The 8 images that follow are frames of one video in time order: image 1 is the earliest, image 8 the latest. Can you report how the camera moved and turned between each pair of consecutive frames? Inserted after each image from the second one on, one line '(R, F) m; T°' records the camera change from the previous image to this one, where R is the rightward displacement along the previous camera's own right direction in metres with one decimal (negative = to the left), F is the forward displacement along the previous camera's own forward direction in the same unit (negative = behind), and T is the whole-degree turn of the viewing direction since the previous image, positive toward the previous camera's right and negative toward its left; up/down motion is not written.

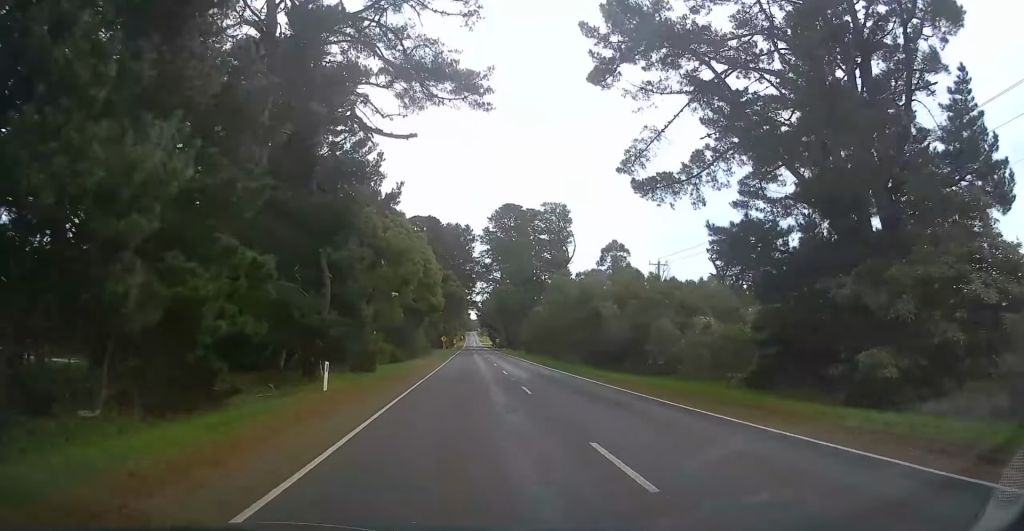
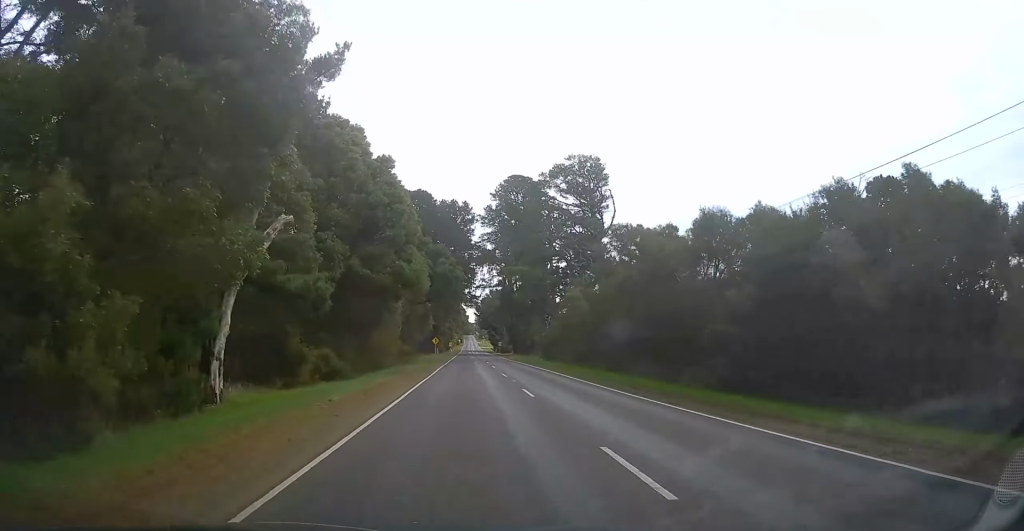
(0.0, +23.4) m; 0°
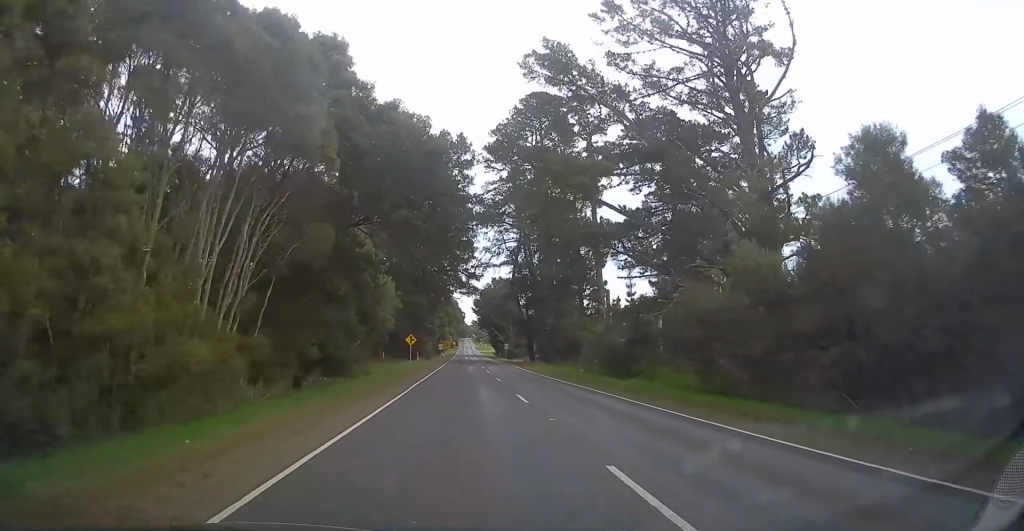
(0.0, +35.8) m; 0°
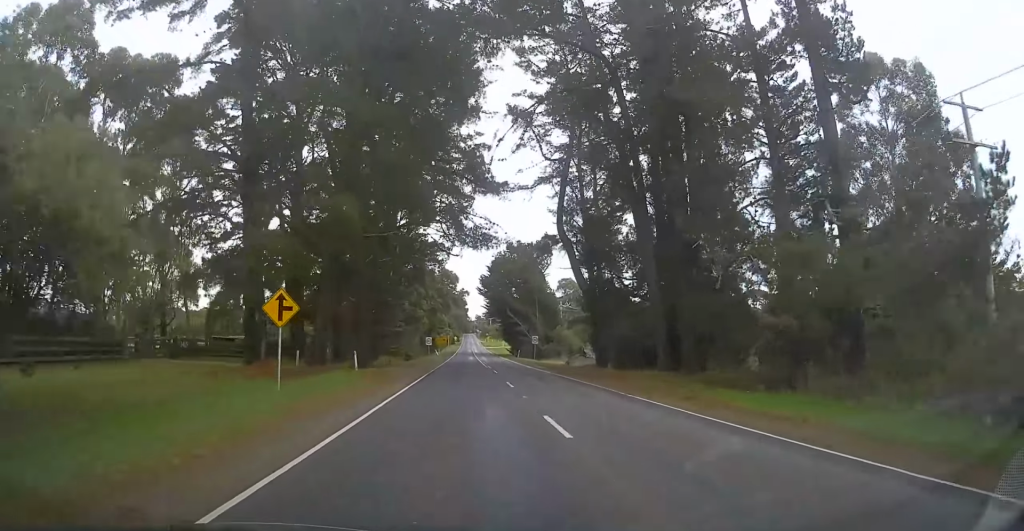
(-0.6, +41.5) m; -1°
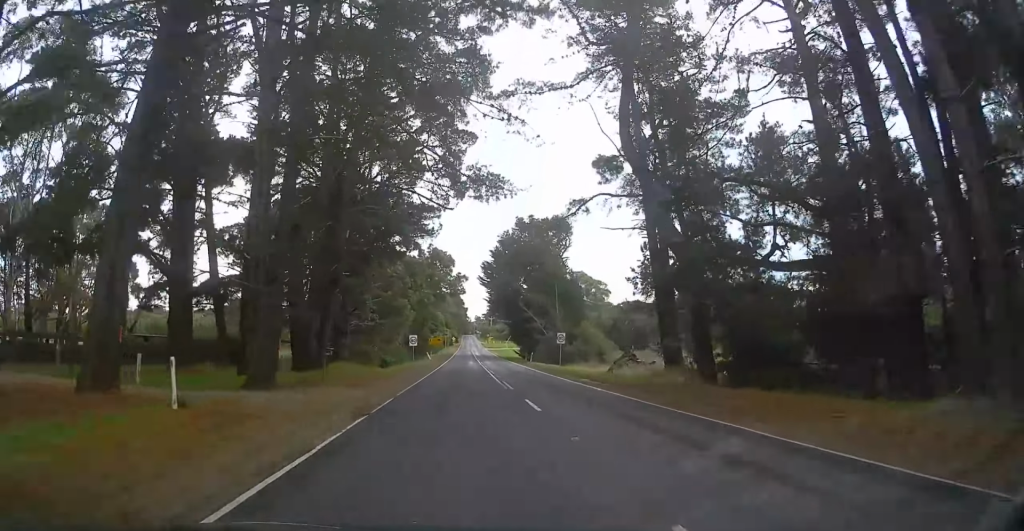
(+0.3, +18.2) m; +1°
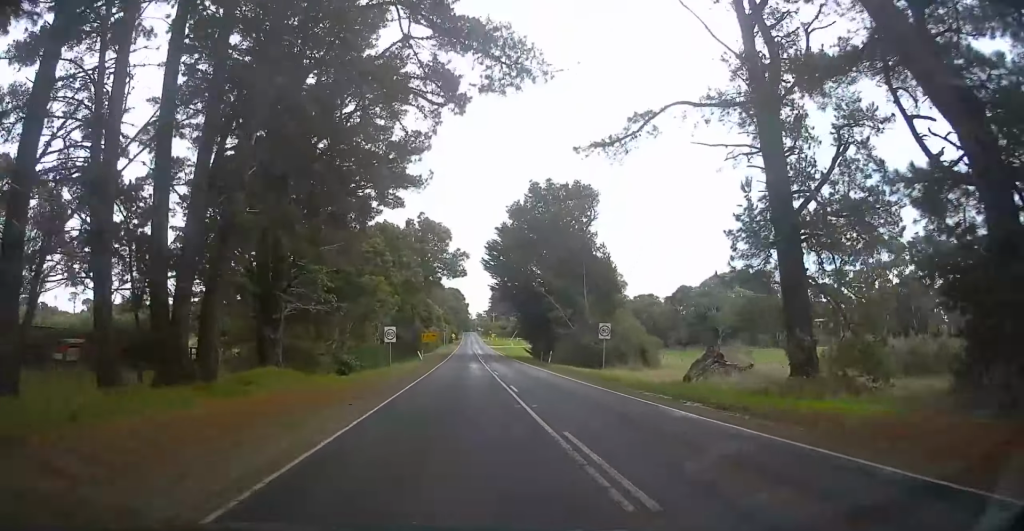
(0.0, +15.6) m; 0°
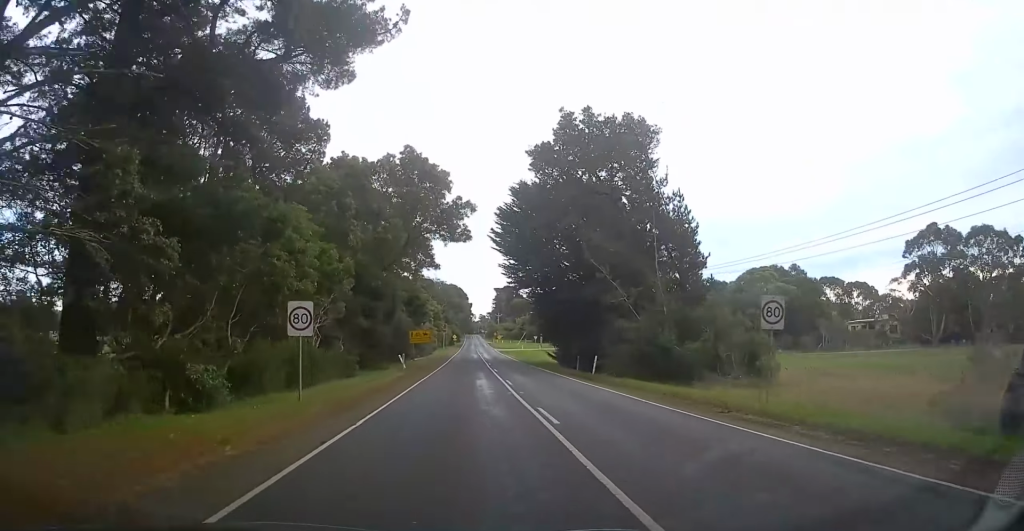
(+0.1, +19.2) m; 0°
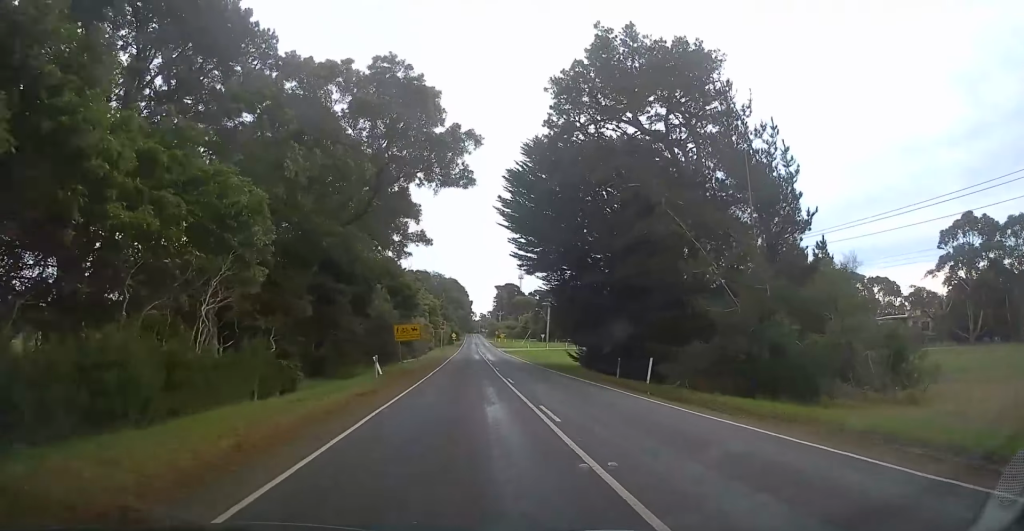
(+0.2, +11.5) m; 0°
